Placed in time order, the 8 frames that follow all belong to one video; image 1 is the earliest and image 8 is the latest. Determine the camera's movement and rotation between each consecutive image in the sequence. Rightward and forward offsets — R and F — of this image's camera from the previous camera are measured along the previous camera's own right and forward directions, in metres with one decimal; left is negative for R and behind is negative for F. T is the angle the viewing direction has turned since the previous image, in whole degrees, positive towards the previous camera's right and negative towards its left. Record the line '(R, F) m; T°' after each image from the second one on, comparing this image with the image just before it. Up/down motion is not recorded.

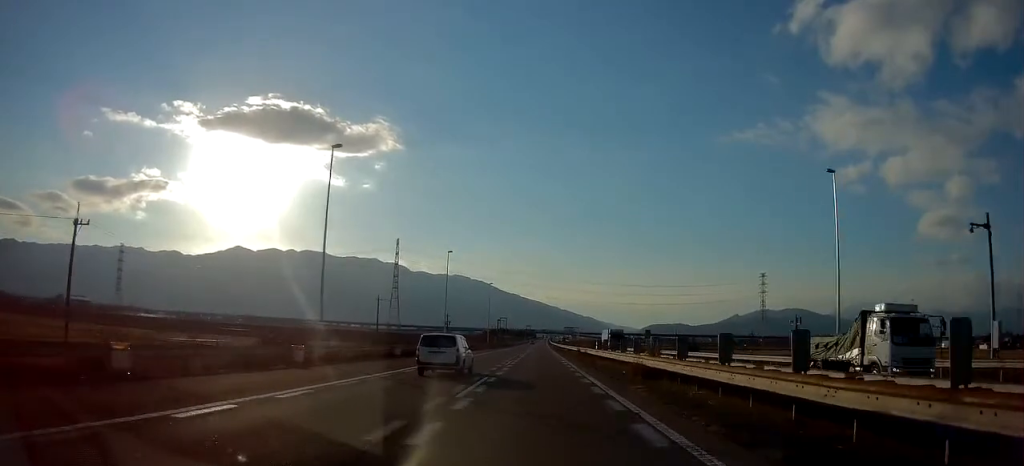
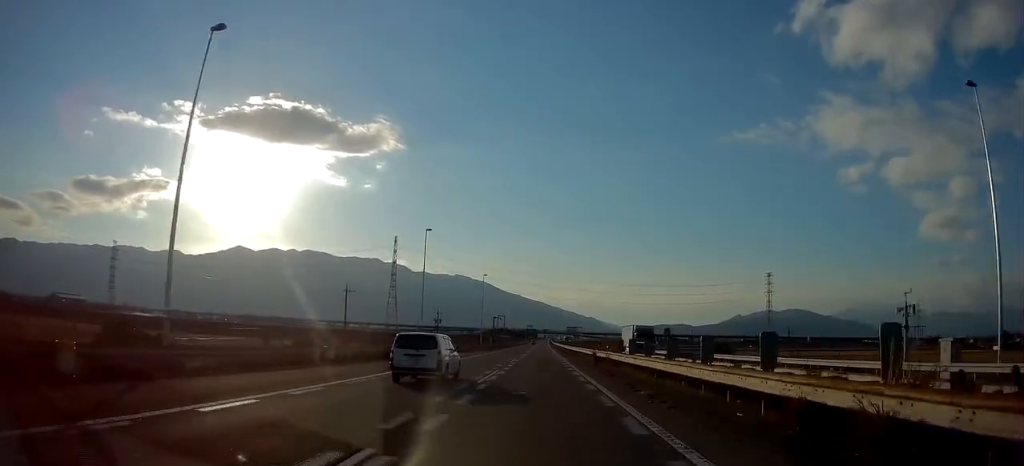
(-0.1, +15.1) m; 0°
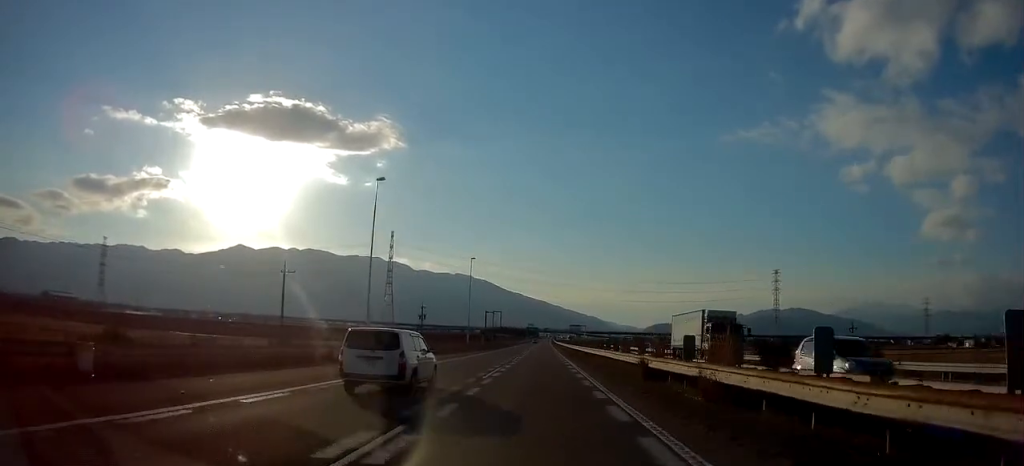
(0.0, +17.8) m; 0°
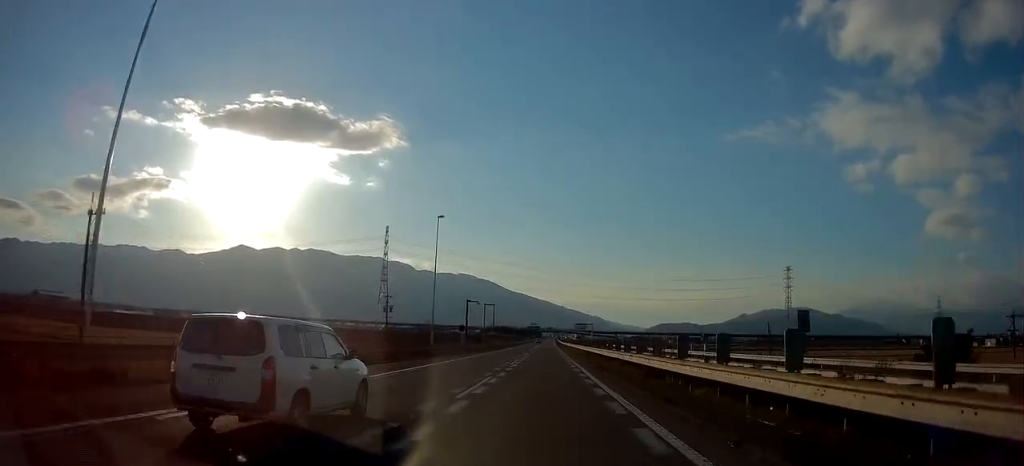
(+0.1, +27.1) m; 0°
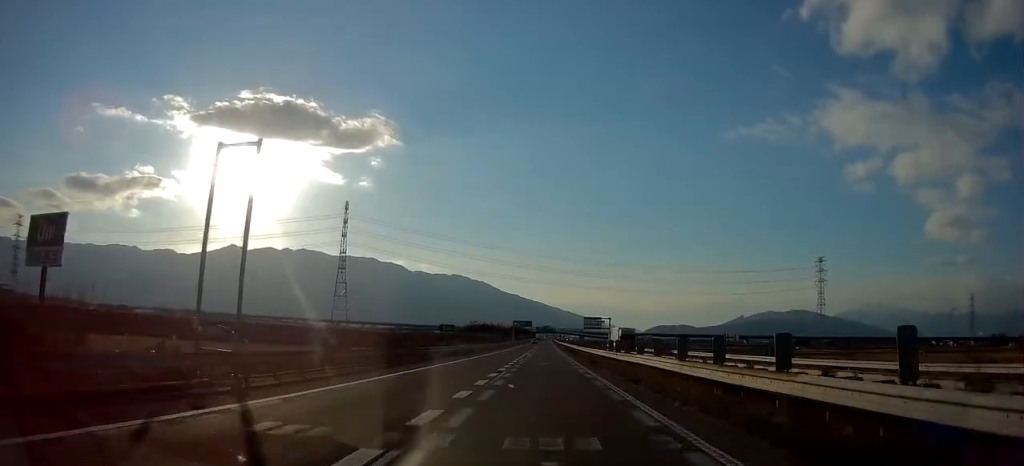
(-0.5, +94.3) m; 0°
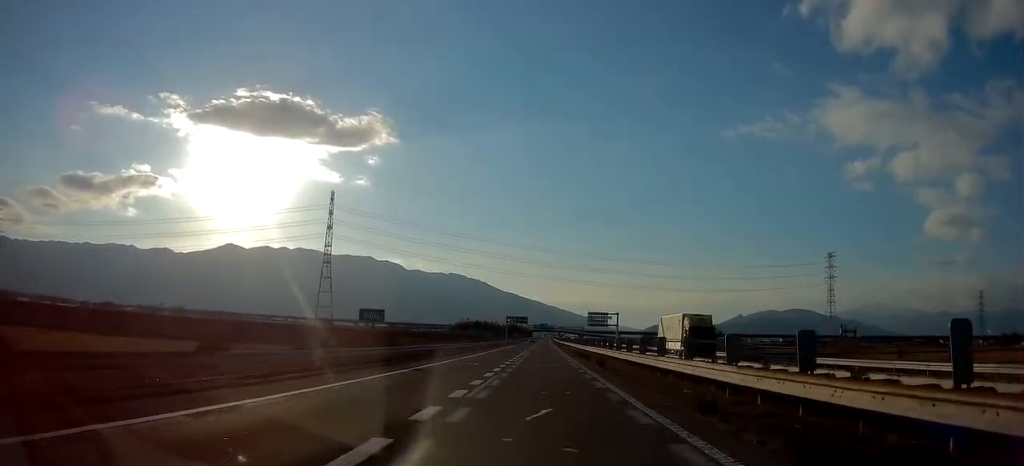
(+0.4, +24.9) m; 0°
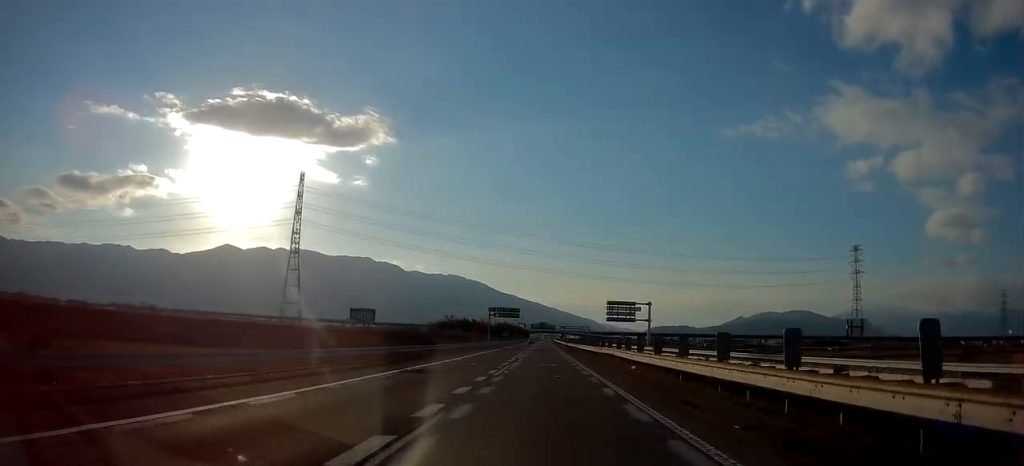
(-0.3, +51.6) m; 0°
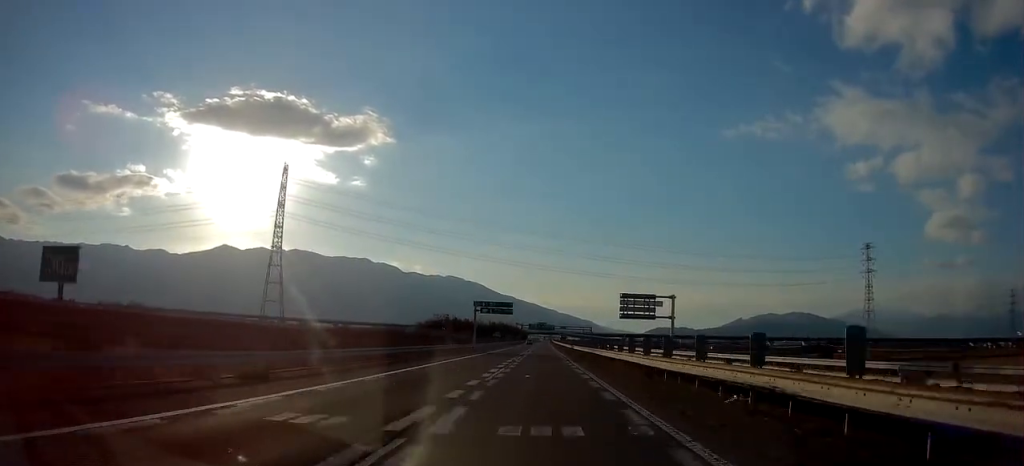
(+0.1, +22.3) m; 0°
